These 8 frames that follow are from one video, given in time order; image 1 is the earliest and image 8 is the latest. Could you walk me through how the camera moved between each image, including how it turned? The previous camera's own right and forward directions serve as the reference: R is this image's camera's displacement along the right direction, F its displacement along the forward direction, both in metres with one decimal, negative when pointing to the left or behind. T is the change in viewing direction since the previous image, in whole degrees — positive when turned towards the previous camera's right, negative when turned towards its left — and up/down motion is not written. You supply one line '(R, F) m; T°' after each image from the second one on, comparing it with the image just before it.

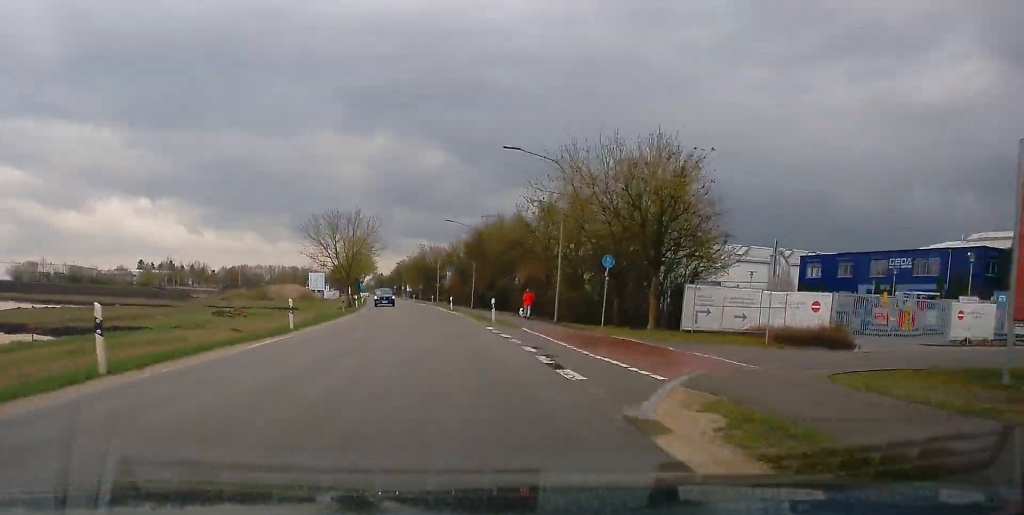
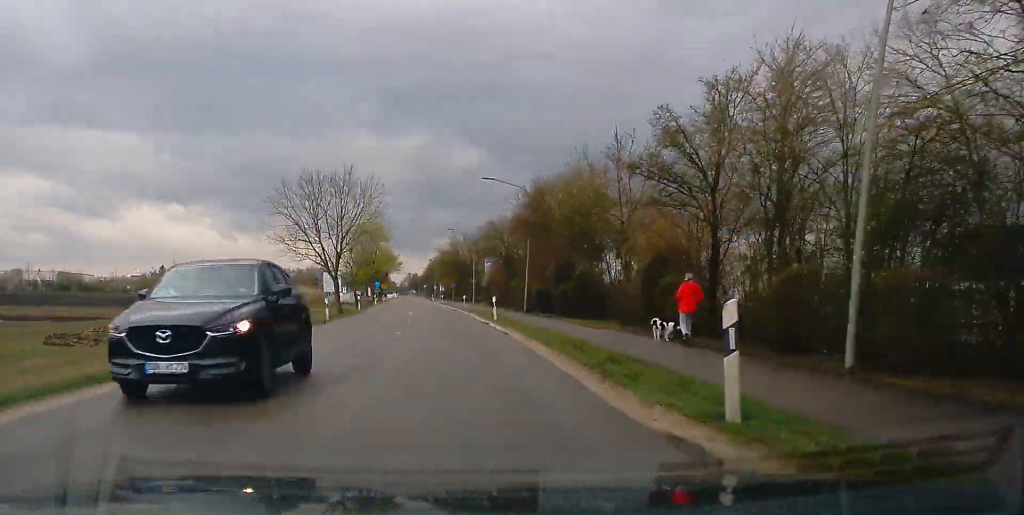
(-0.5, +26.8) m; -2°
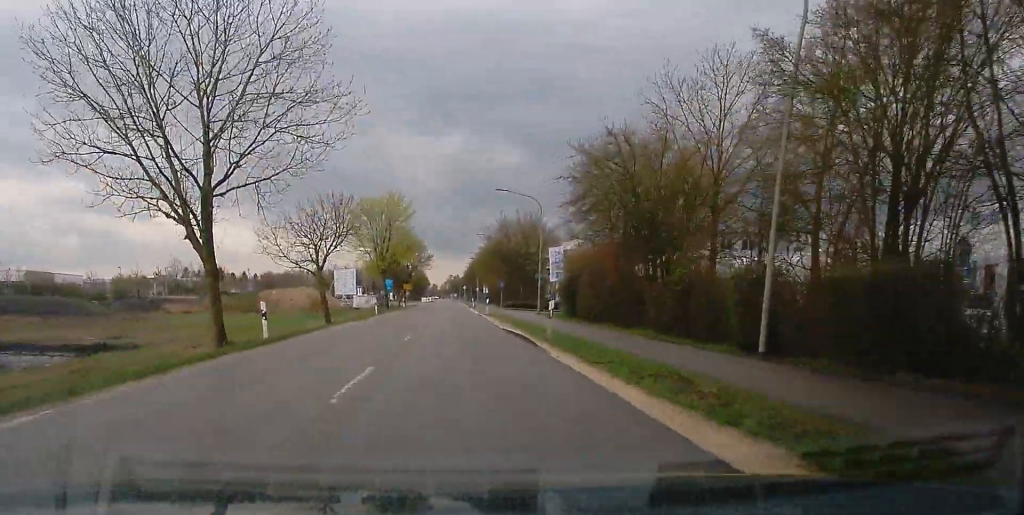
(-0.9, +34.8) m; -2°
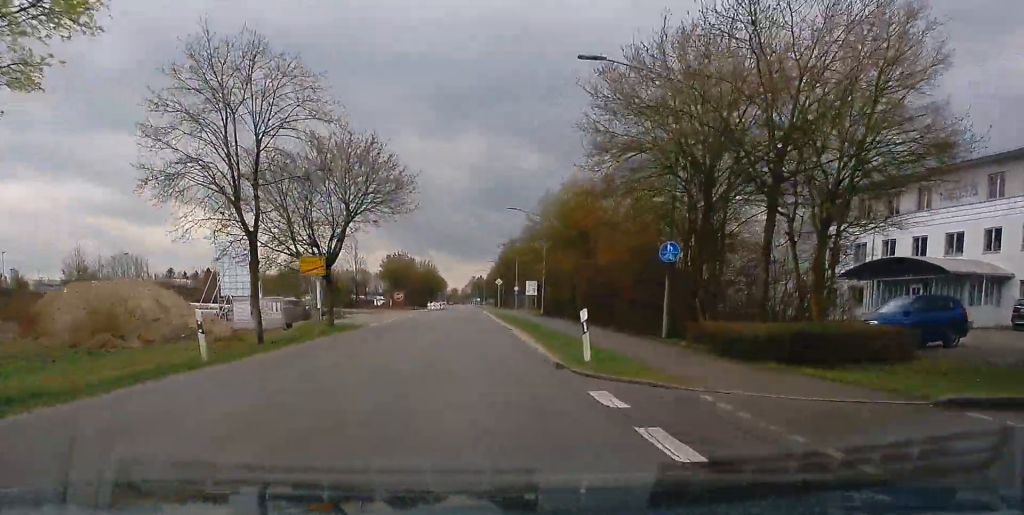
(-0.2, +71.1) m; 0°
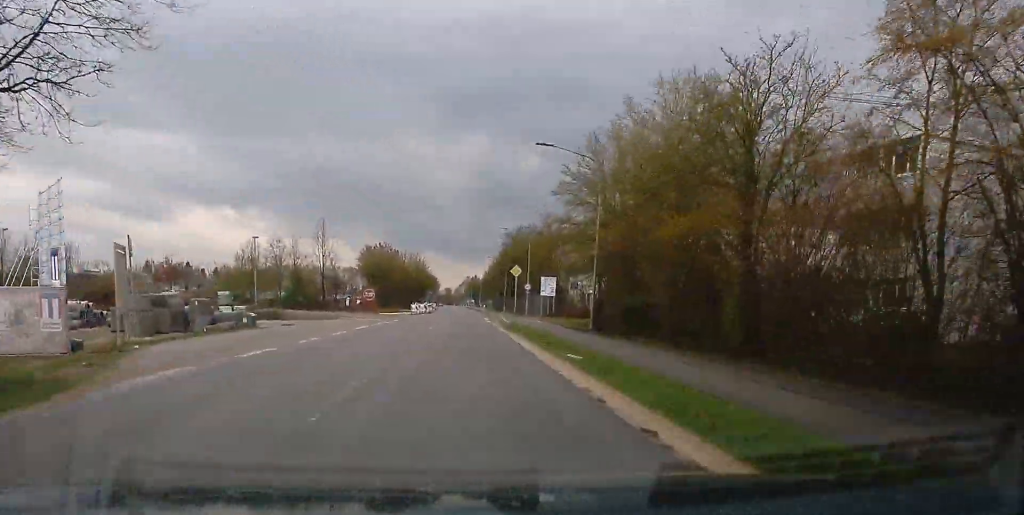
(0.0, +26.8) m; 0°
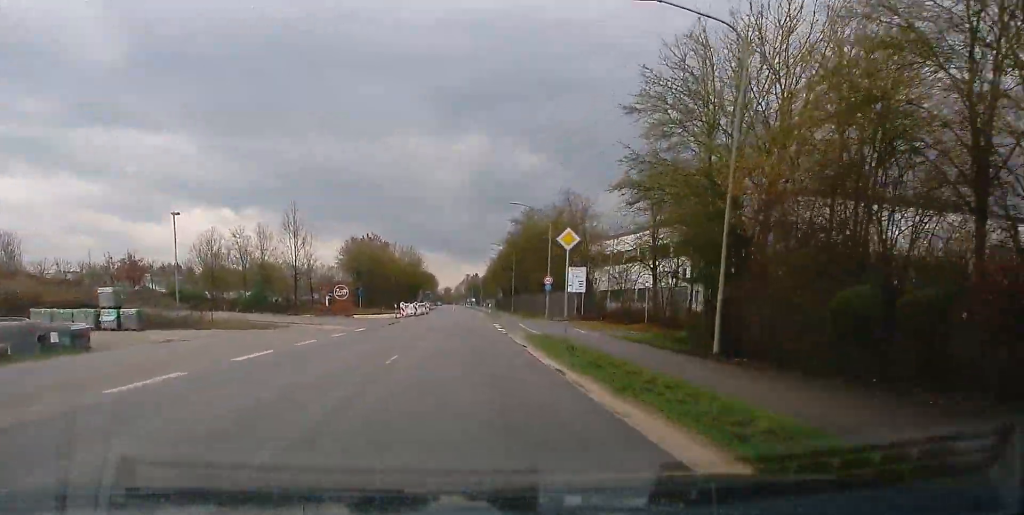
(0.0, +18.9) m; 0°
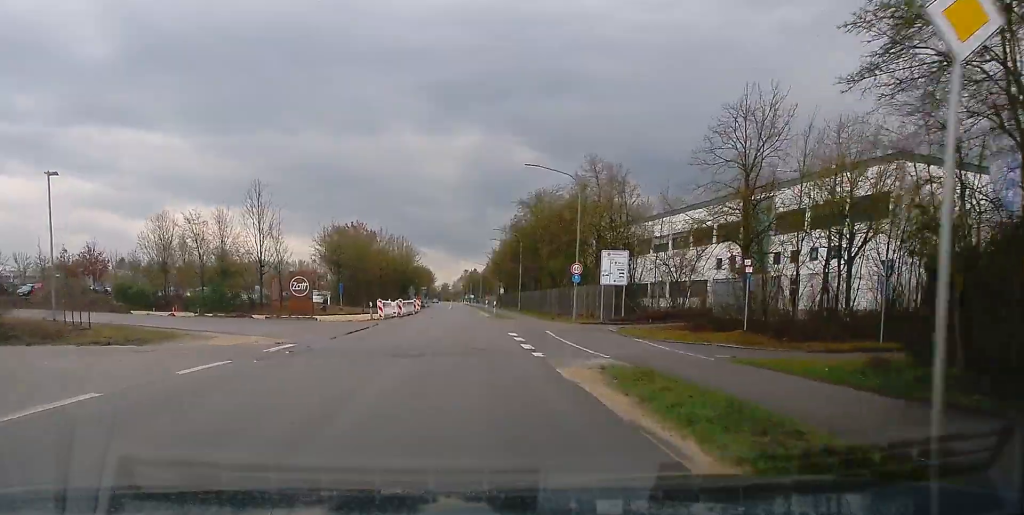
(+0.1, +15.6) m; 0°
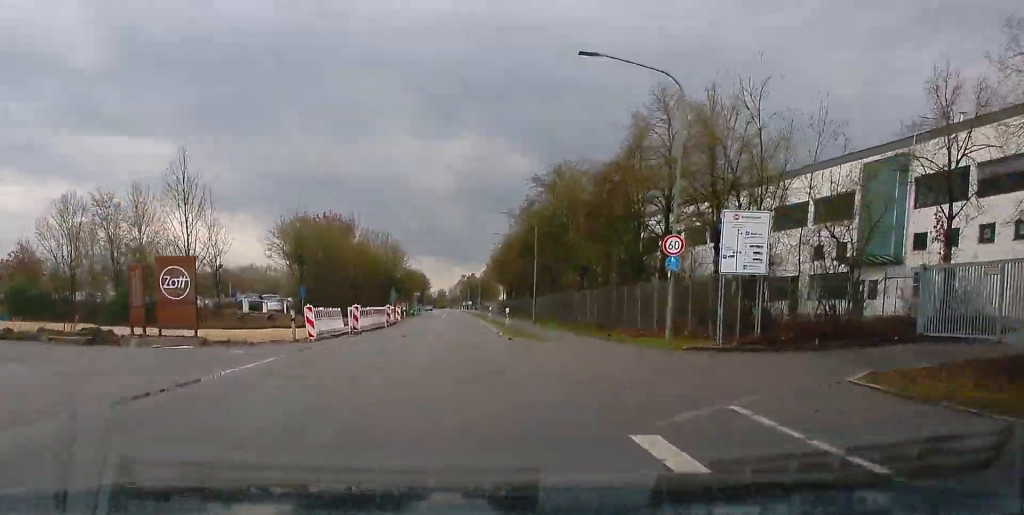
(-0.2, +20.9) m; 0°
